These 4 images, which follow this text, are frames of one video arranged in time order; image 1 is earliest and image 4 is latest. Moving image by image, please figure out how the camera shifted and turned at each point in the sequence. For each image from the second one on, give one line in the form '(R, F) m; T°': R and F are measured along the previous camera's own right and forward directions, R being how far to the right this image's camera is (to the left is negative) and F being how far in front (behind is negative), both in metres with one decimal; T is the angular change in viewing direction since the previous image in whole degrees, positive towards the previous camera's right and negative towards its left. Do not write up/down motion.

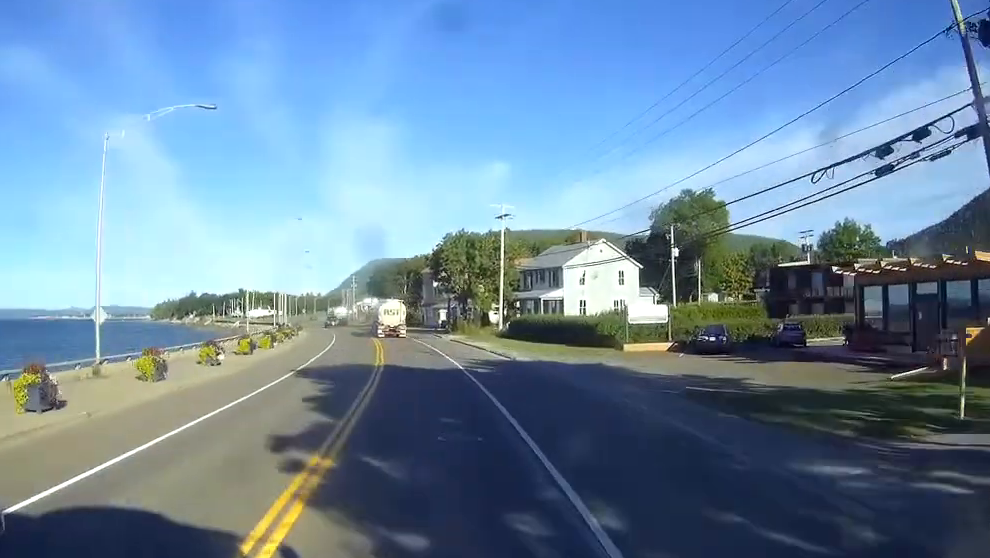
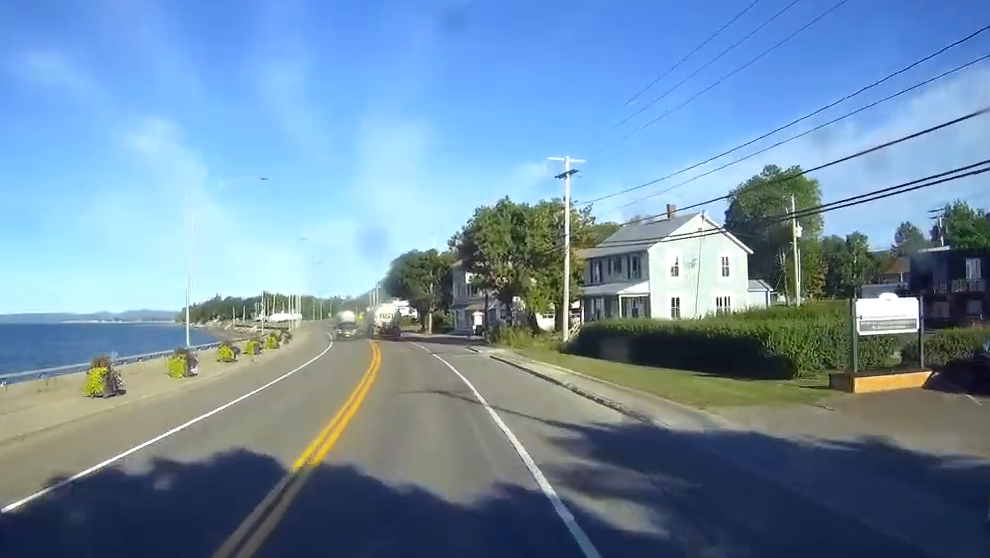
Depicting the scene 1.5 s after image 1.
(-0.4, +24.7) m; -1°
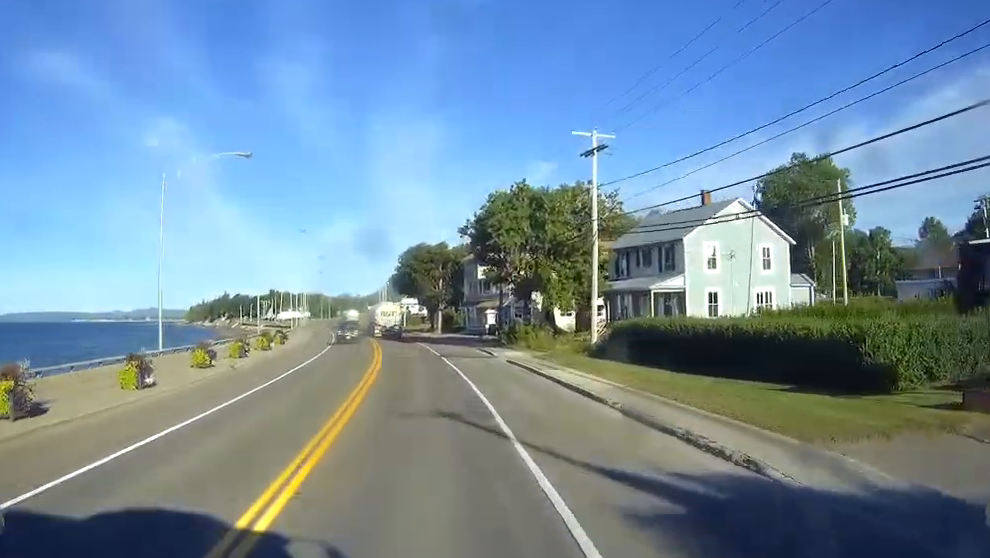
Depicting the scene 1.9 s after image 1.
(0.0, +6.4) m; 0°
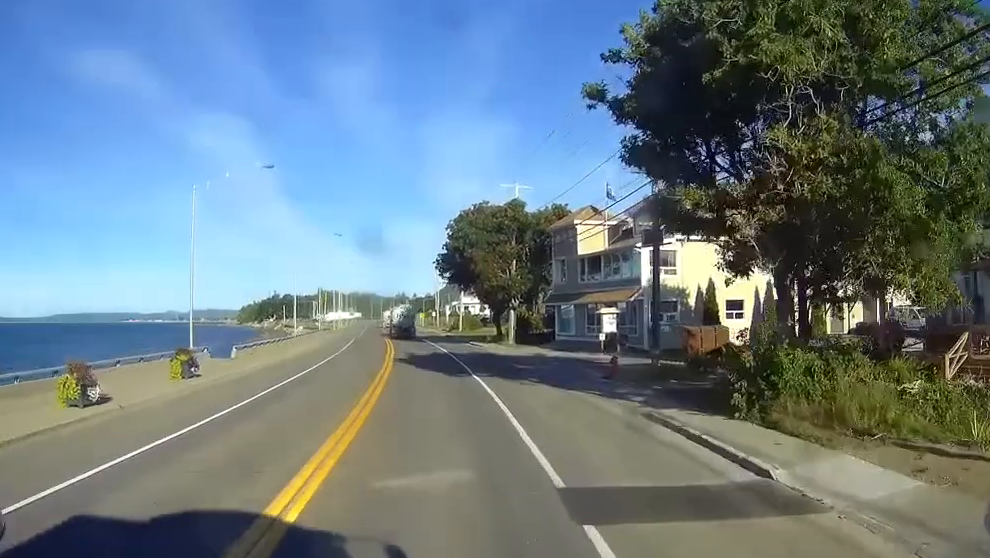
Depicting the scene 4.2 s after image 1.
(-1.4, +36.5) m; -5°
